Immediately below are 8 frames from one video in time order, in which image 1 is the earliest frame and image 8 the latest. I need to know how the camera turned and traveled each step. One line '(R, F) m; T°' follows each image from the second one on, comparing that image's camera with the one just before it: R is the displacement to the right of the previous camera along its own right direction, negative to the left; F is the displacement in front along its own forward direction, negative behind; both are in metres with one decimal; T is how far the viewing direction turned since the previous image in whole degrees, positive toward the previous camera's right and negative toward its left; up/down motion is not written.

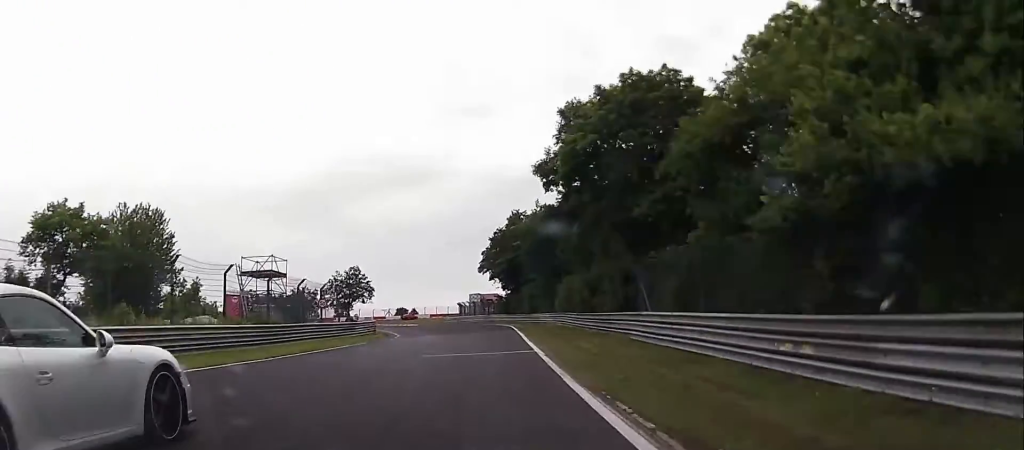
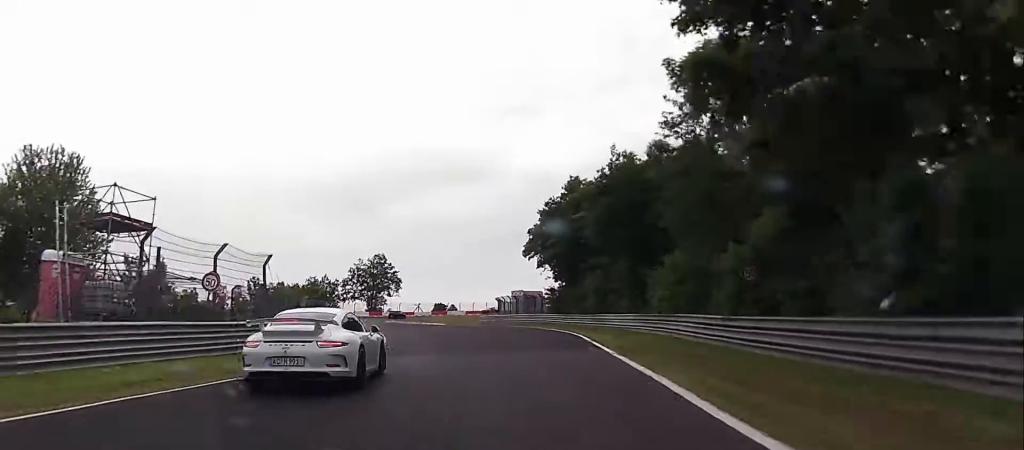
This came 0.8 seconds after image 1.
(+0.2, +21.2) m; -2°
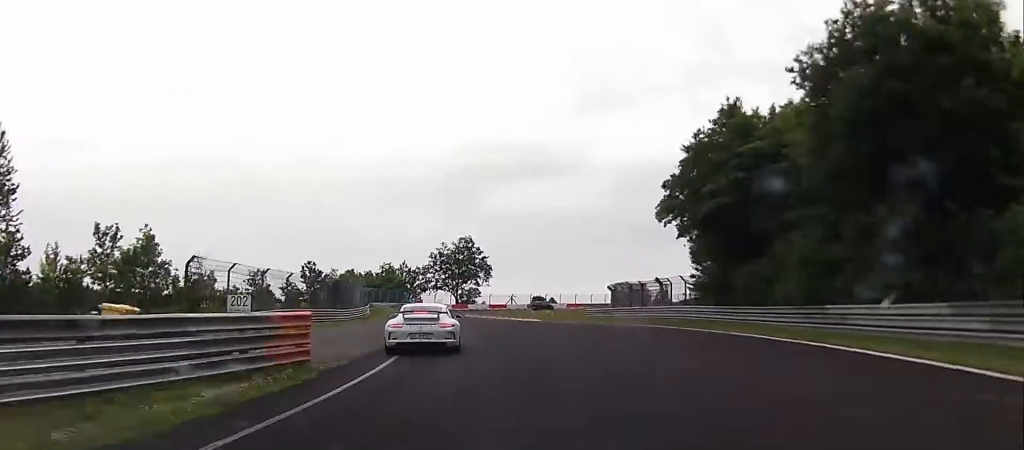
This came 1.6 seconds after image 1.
(-1.2, +21.3) m; -7°
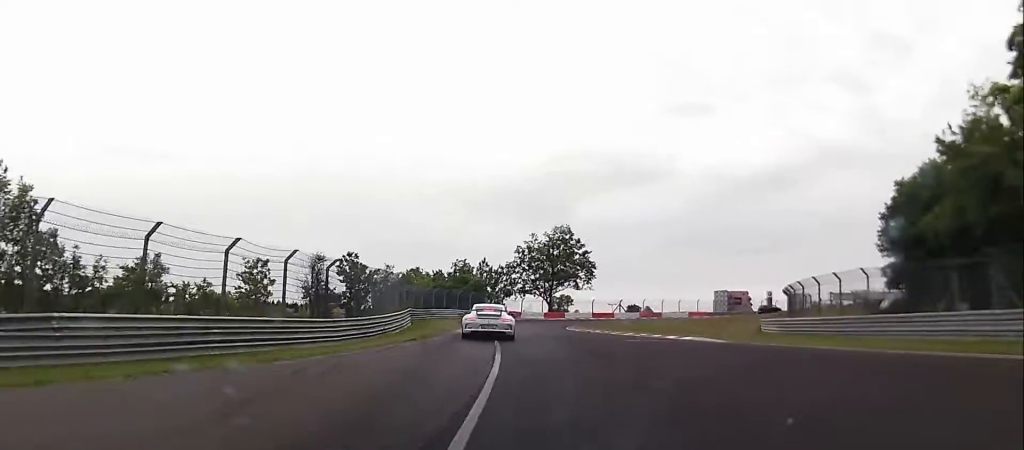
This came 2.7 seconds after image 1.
(-2.2, +25.5) m; -8°
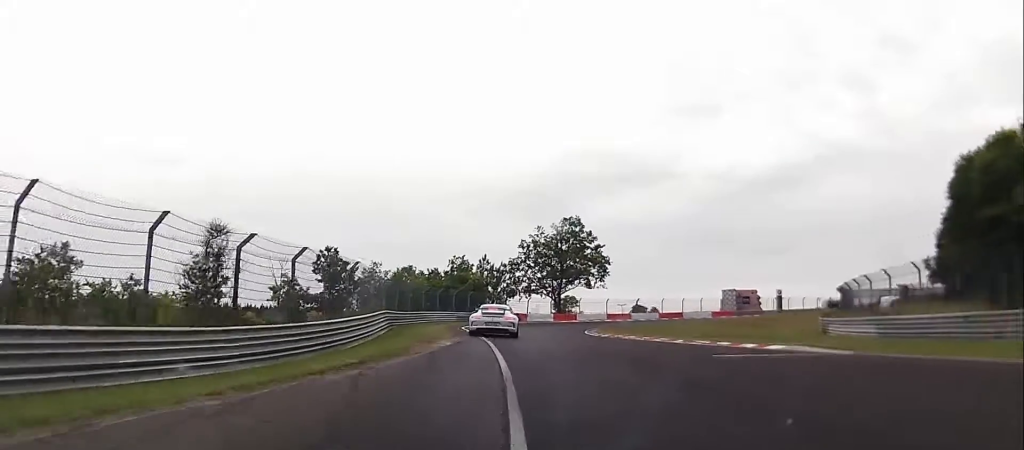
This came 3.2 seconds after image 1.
(-0.3, +9.9) m; -1°
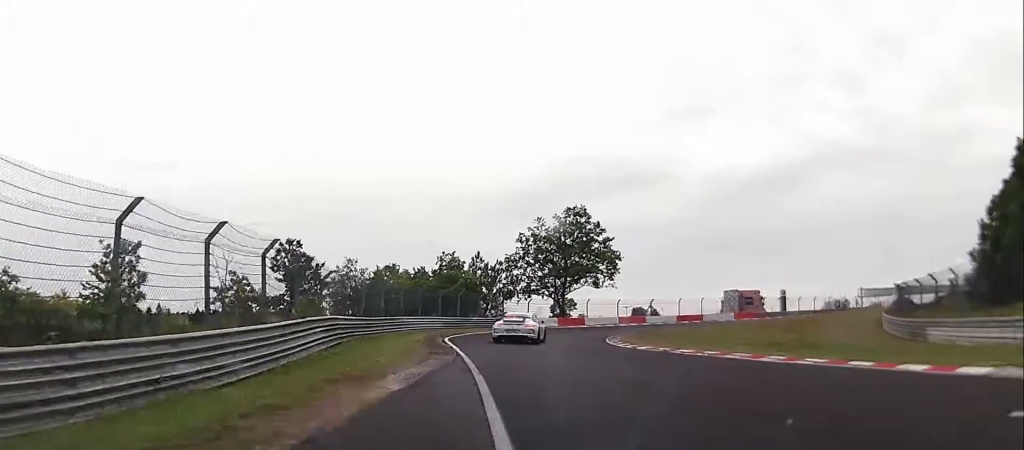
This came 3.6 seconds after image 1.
(-0.3, +10.5) m; 0°
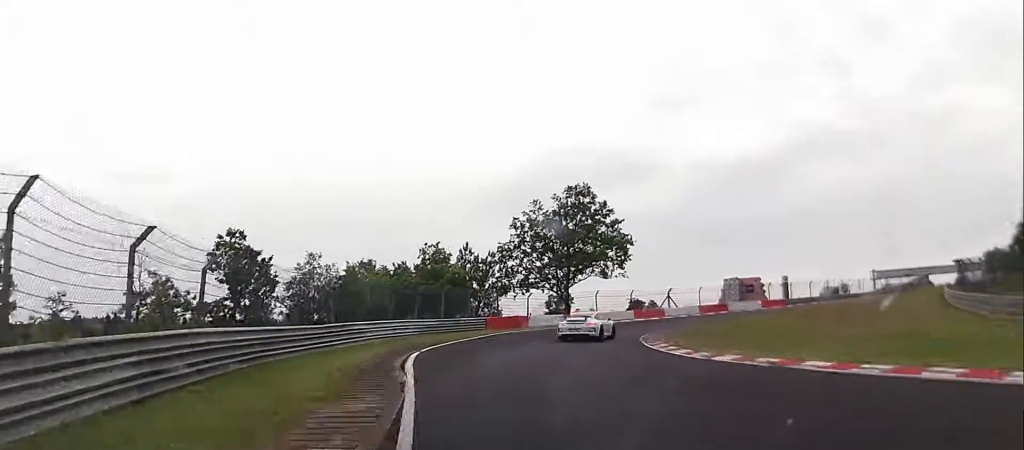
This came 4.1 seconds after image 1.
(0.0, +10.4) m; +3°
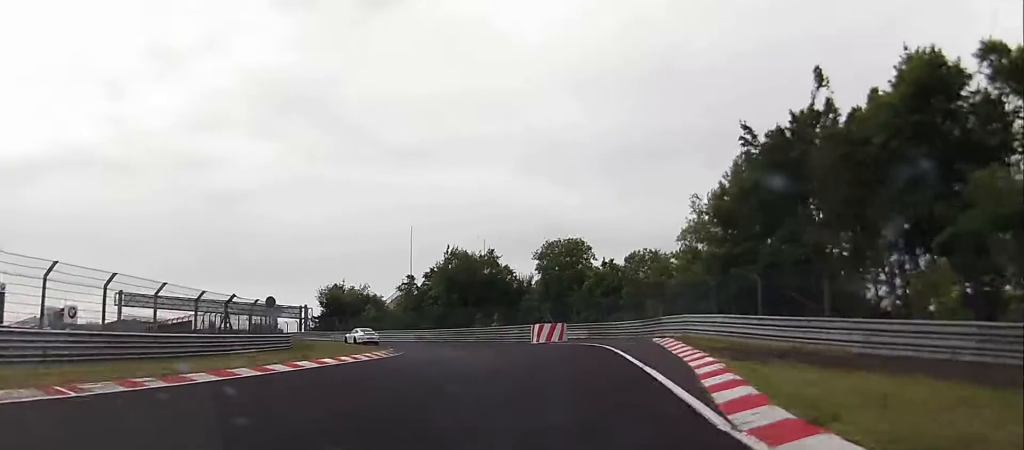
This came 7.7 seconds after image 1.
(+34.8, +51.5) m; +61°
